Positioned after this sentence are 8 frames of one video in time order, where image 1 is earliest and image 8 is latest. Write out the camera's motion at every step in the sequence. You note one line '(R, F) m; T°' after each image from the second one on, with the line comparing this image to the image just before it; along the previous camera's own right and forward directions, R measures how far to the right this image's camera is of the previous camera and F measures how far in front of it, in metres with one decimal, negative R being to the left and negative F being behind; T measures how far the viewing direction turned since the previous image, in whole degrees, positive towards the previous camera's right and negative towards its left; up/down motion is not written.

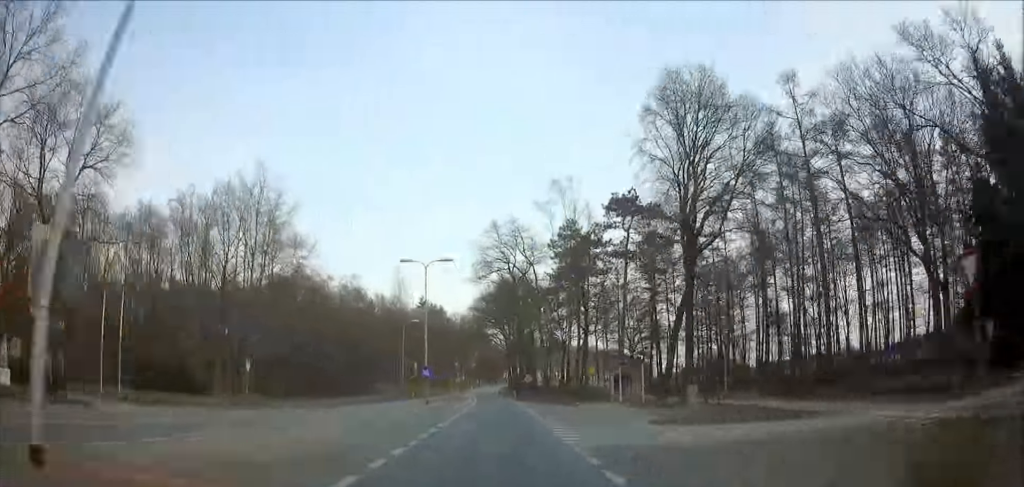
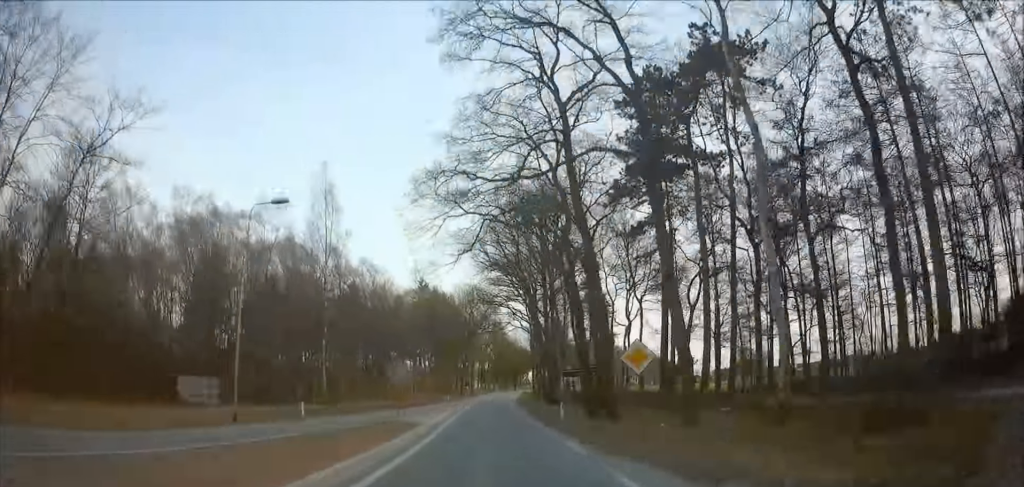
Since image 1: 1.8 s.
(-0.5, +43.2) m; -1°
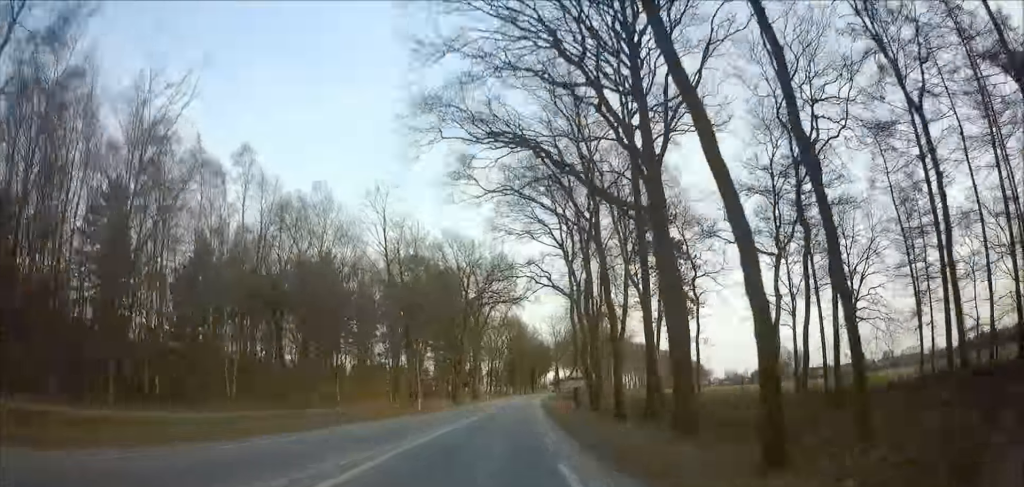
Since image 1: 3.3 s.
(-0.4, +35.1) m; 0°
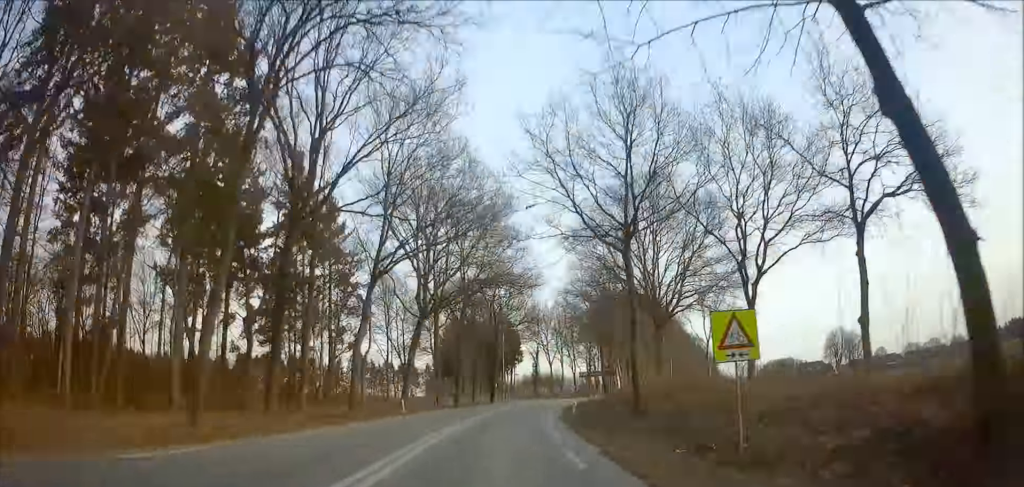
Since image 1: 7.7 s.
(+2.1, +106.4) m; +4°
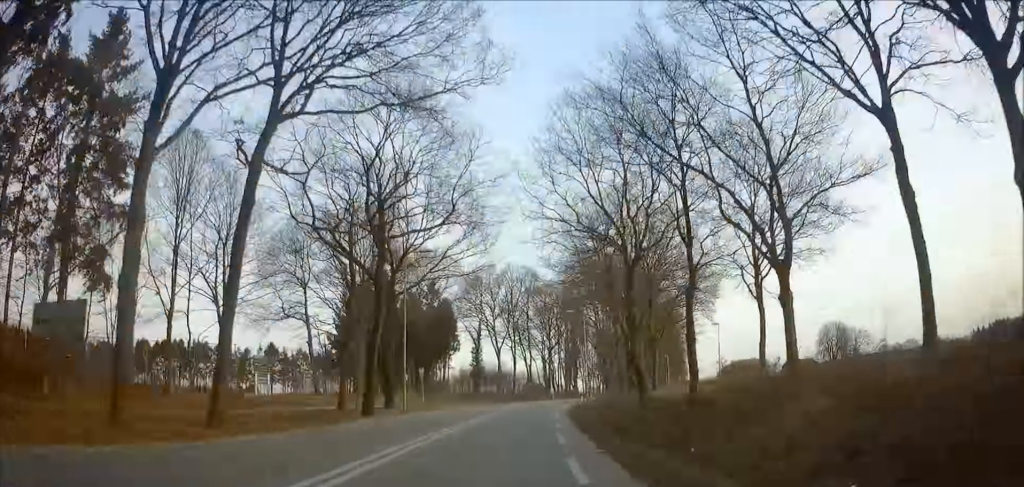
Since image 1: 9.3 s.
(+0.3, +38.1) m; +5°
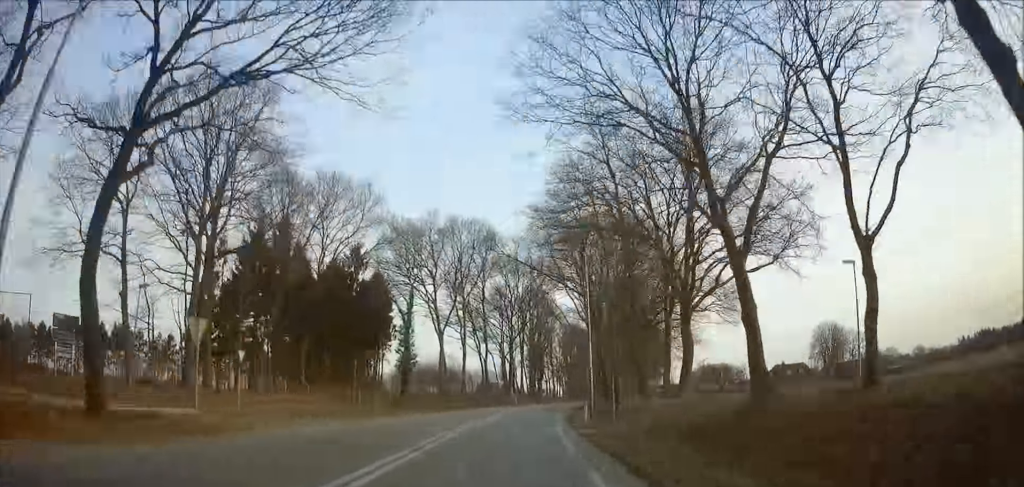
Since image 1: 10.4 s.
(+1.8, +25.3) m; +4°
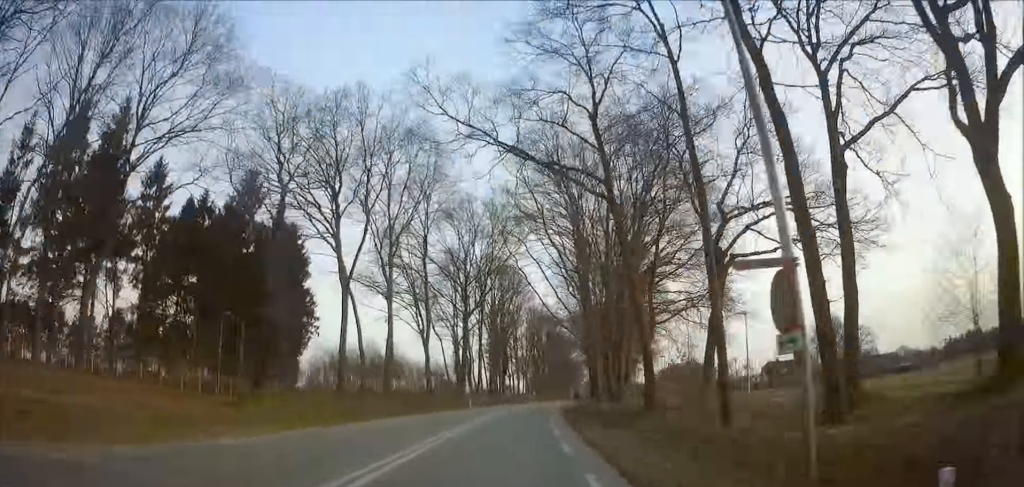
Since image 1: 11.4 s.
(+0.3, +23.8) m; +4°
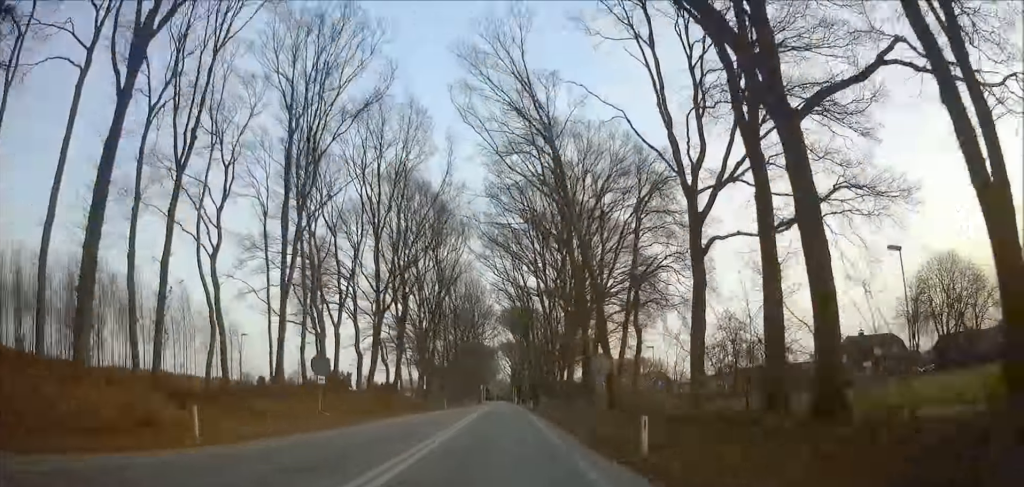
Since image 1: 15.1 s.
(+6.9, +88.0) m; +6°
